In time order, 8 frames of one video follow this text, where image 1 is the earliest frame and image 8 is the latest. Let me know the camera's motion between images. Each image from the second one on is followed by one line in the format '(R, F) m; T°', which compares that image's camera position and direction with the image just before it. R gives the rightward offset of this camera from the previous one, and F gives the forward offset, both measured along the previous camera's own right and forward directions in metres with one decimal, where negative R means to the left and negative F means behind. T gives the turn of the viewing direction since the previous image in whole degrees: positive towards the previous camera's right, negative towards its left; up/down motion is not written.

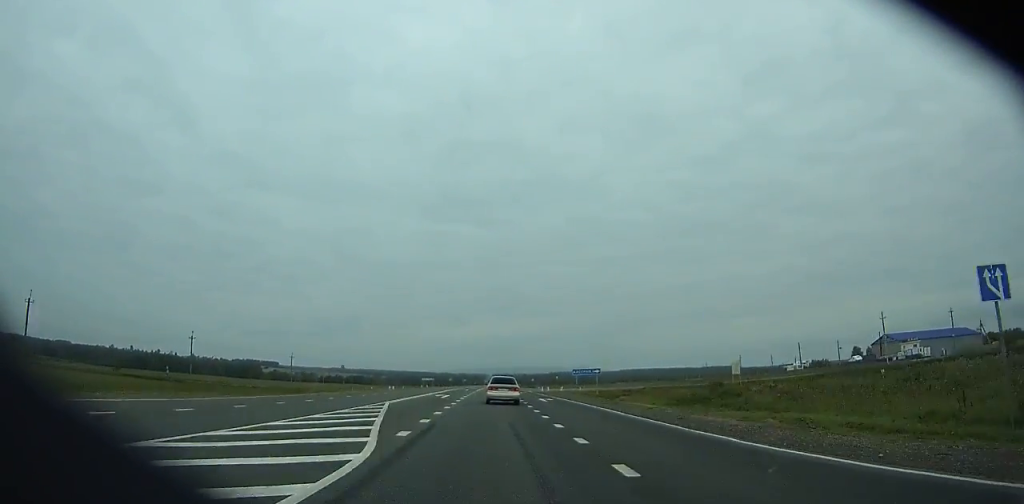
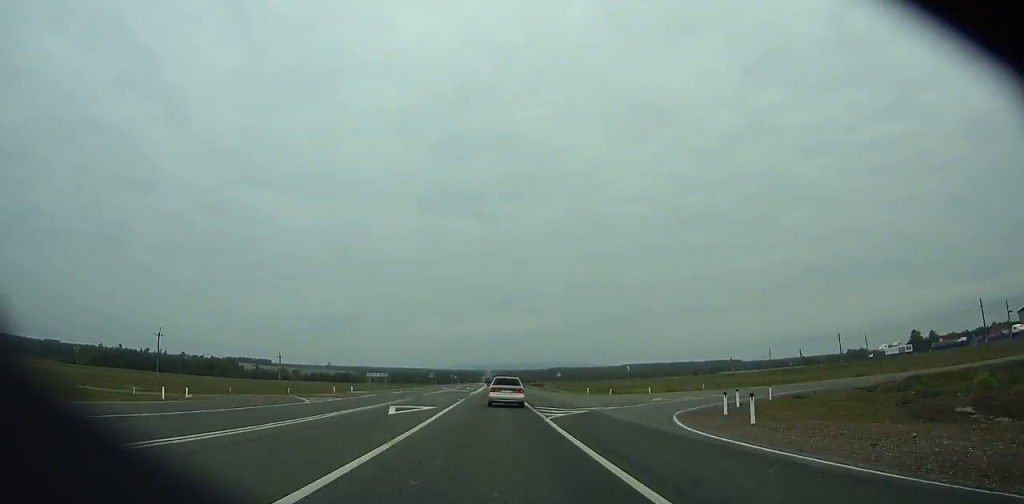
(+0.1, +69.7) m; 0°
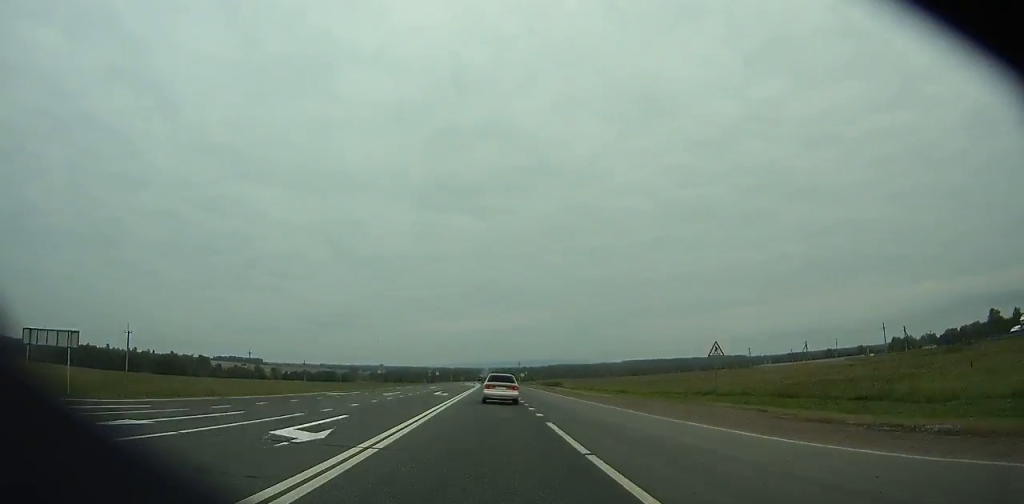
(+0.2, +71.1) m; 0°
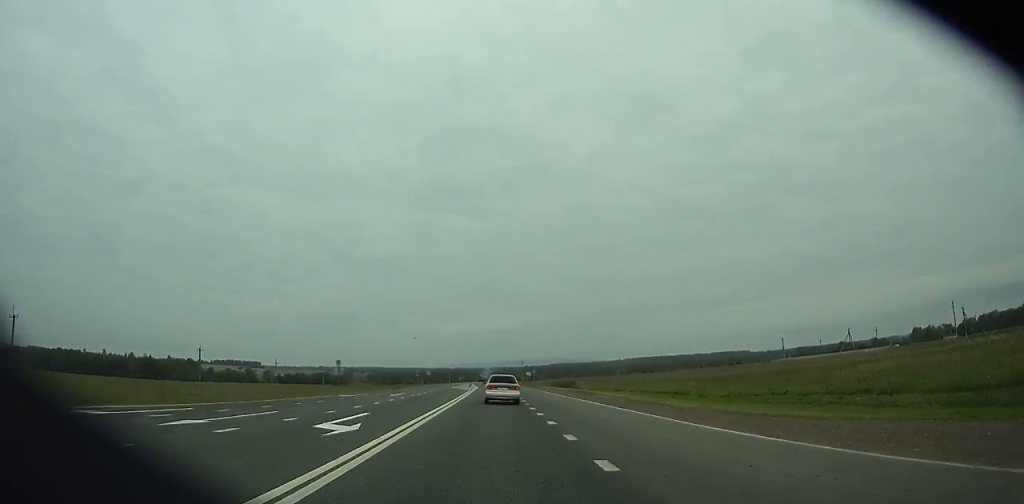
(0.0, +28.0) m; 0°
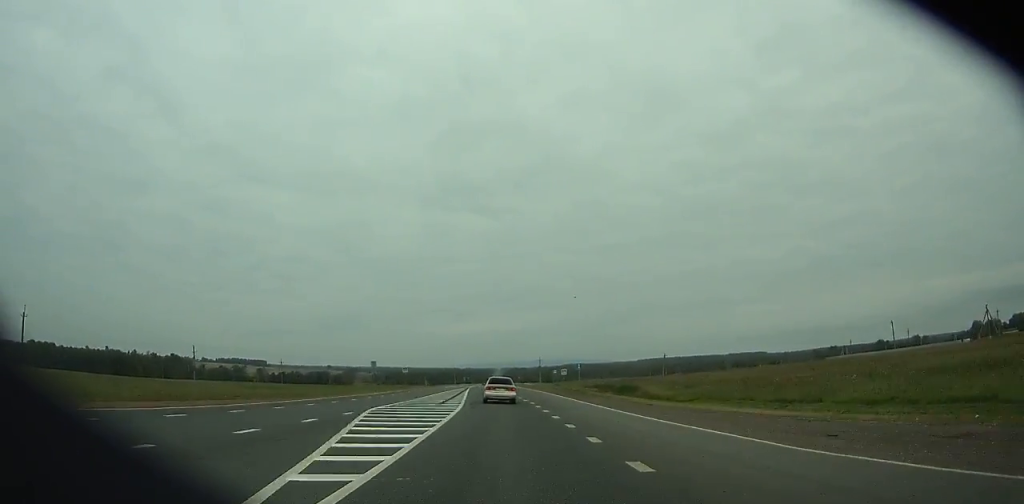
(-0.1, +56.0) m; -1°
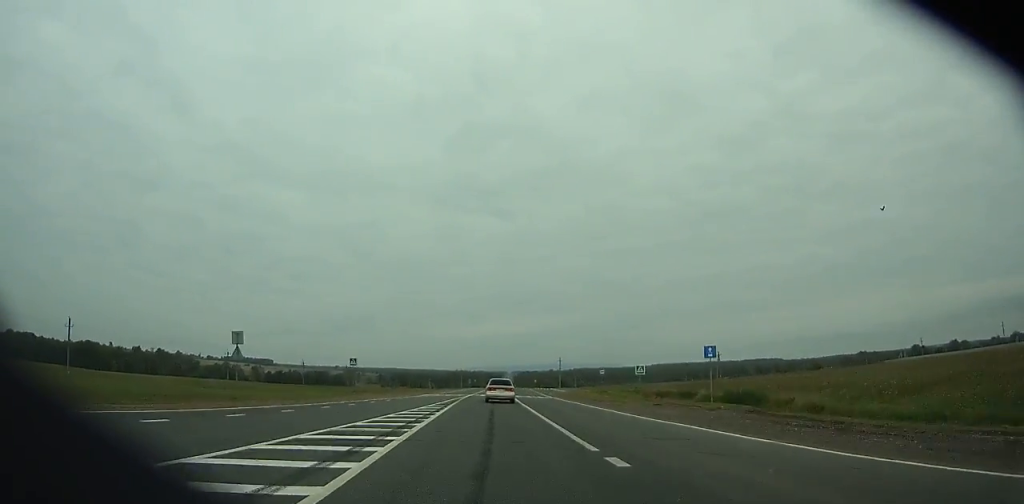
(-0.5, +43.8) m; 0°
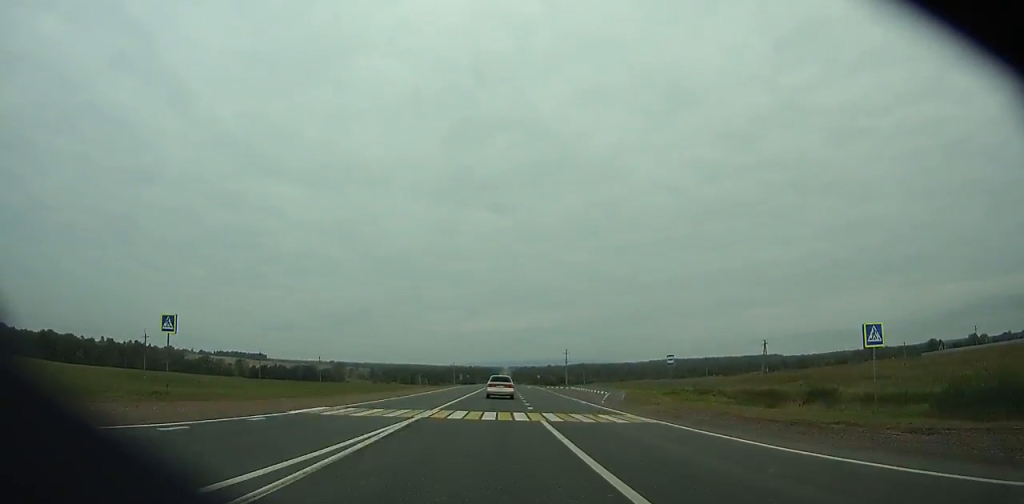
(-0.1, +33.0) m; 0°
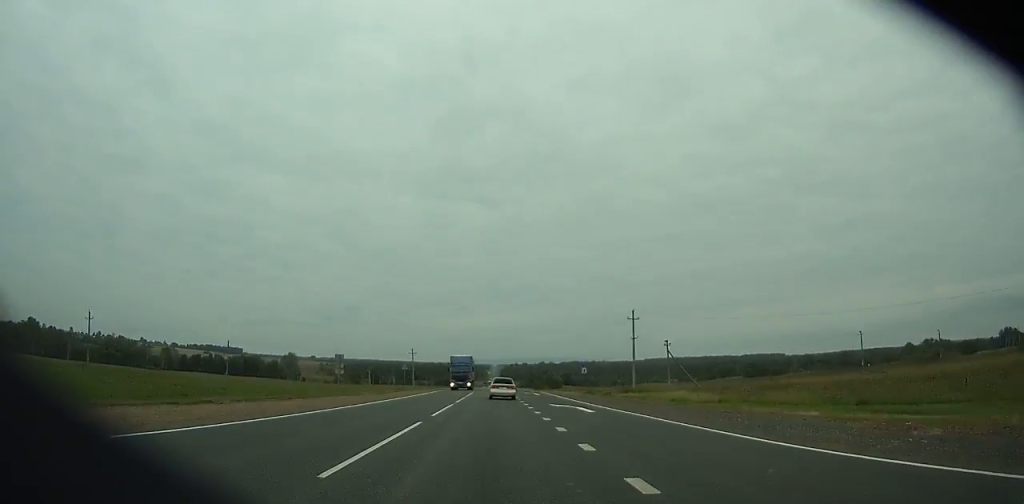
(+0.7, +115.9) m; +1°
